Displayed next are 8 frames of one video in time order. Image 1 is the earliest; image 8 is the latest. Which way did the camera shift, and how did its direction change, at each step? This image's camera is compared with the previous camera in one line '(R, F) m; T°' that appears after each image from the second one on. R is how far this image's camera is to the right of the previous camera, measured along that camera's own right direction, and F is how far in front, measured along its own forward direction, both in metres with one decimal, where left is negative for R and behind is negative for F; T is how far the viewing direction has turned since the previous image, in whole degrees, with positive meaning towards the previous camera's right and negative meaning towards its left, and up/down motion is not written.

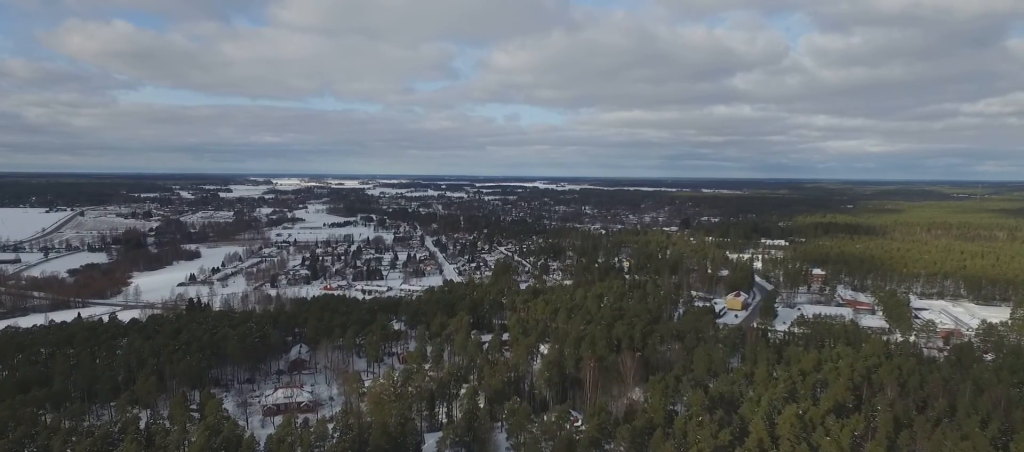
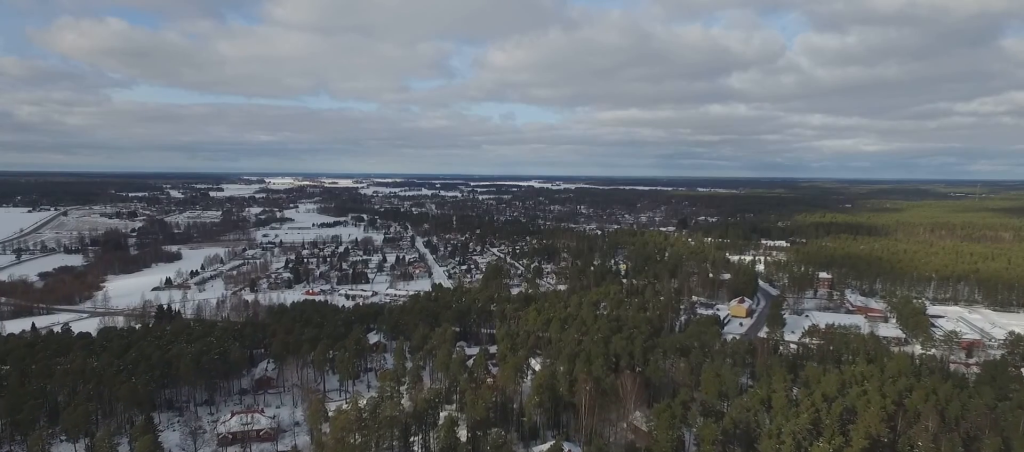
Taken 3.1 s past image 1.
(-0.4, +28.9) m; -2°
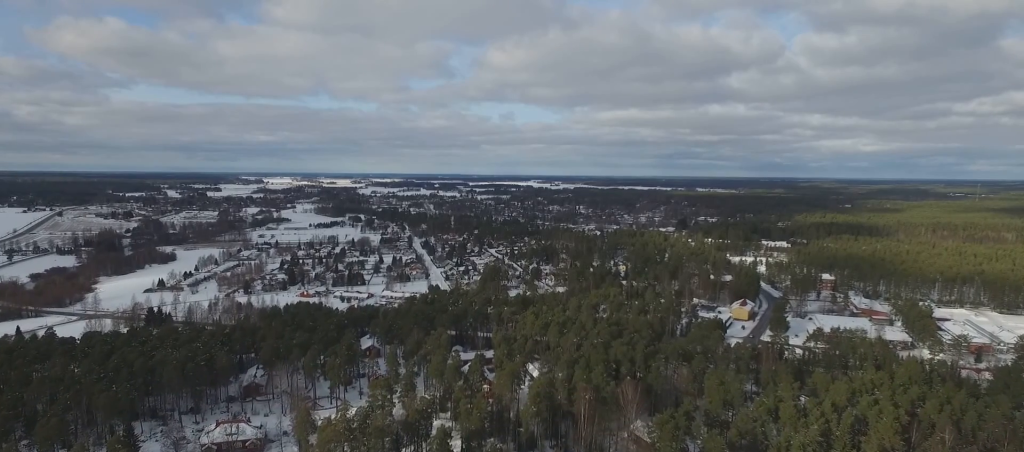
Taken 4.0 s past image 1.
(0.0, +8.6) m; 0°
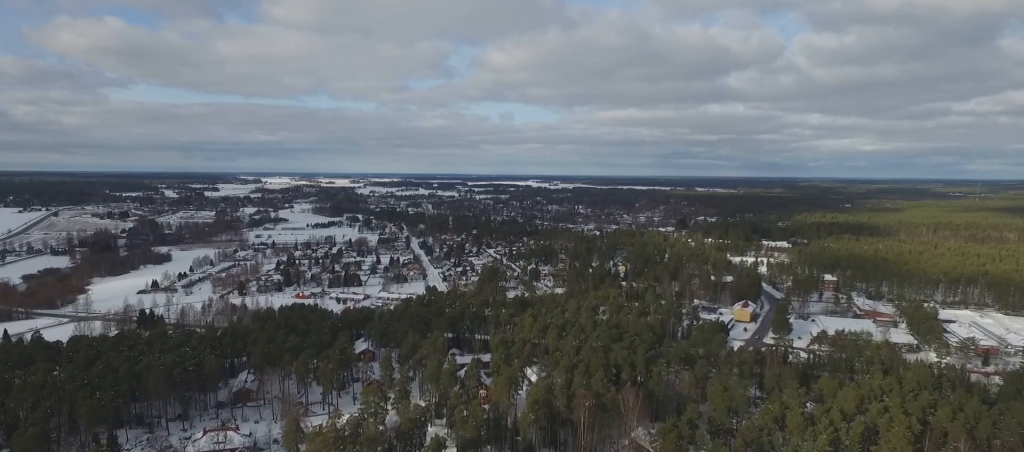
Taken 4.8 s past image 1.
(0.0, +6.4) m; 0°
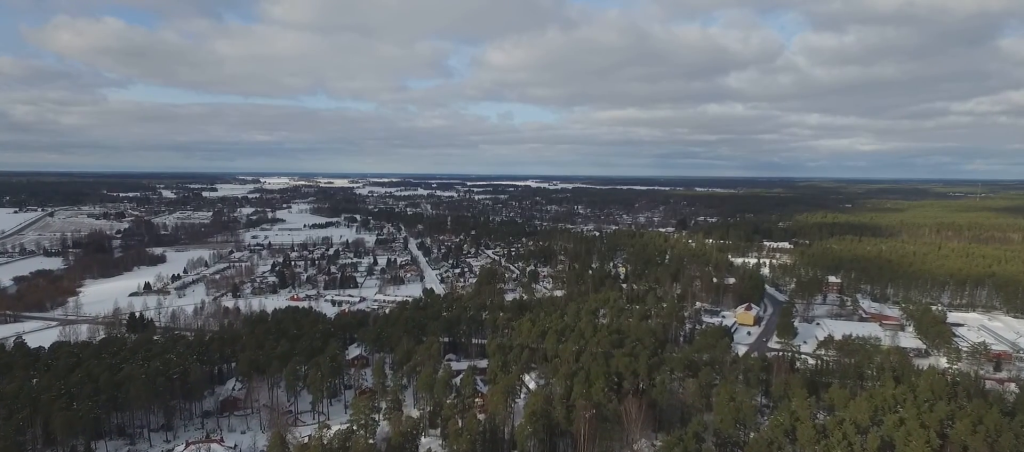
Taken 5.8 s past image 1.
(-0.1, +8.4) m; 0°
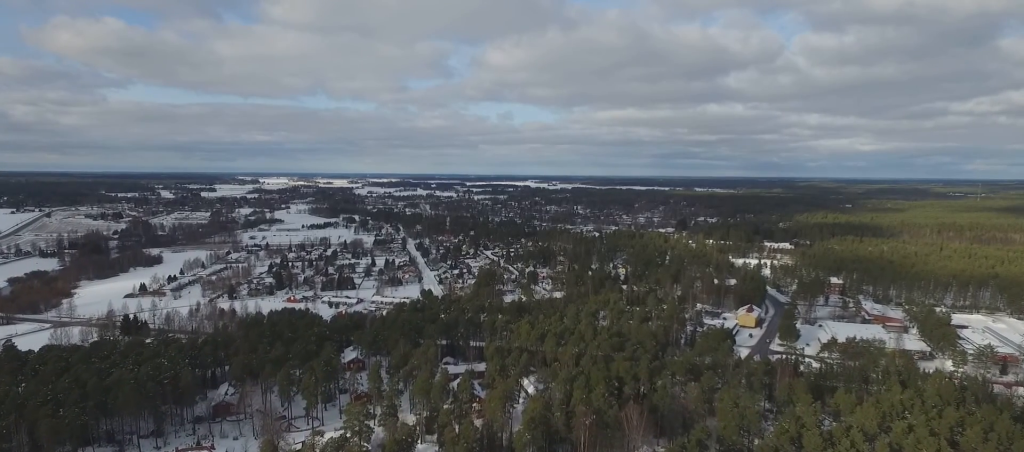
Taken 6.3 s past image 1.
(+0.1, +4.5) m; +1°
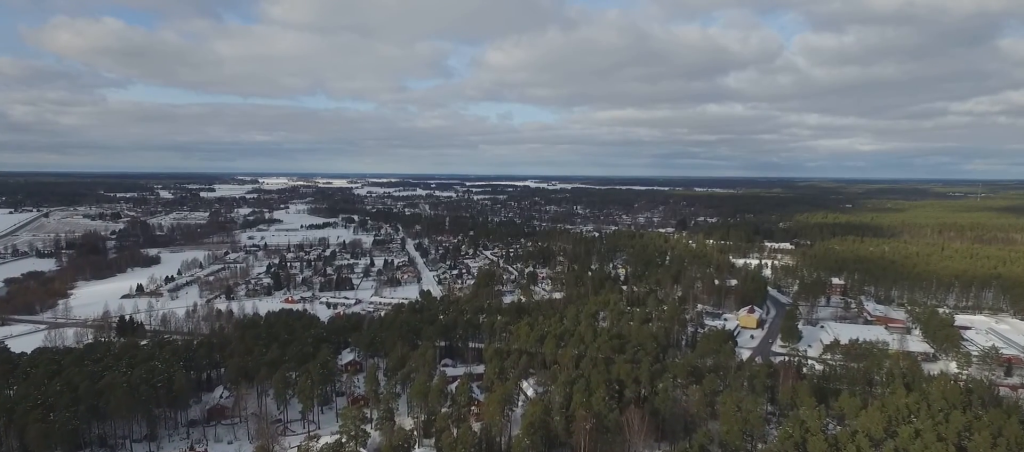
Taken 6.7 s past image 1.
(0.0, +3.2) m; +1°
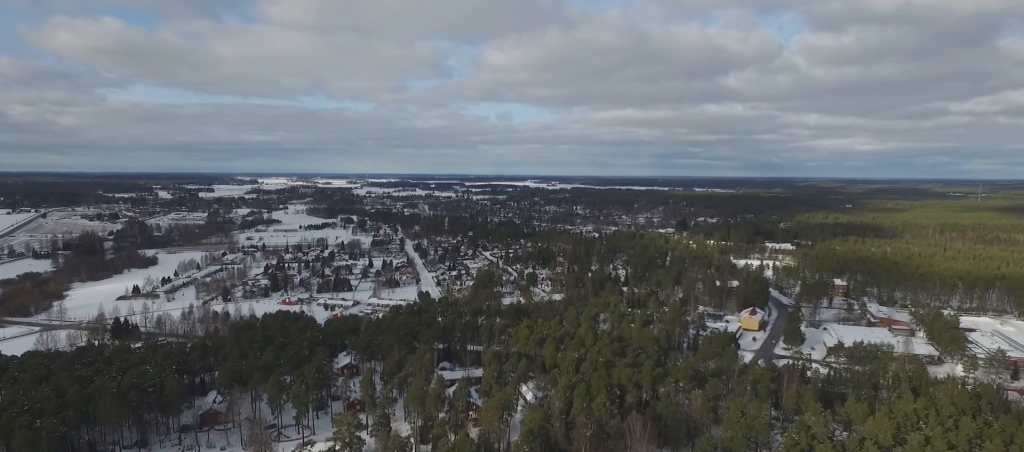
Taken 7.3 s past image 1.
(+0.1, +4.5) m; +1°
